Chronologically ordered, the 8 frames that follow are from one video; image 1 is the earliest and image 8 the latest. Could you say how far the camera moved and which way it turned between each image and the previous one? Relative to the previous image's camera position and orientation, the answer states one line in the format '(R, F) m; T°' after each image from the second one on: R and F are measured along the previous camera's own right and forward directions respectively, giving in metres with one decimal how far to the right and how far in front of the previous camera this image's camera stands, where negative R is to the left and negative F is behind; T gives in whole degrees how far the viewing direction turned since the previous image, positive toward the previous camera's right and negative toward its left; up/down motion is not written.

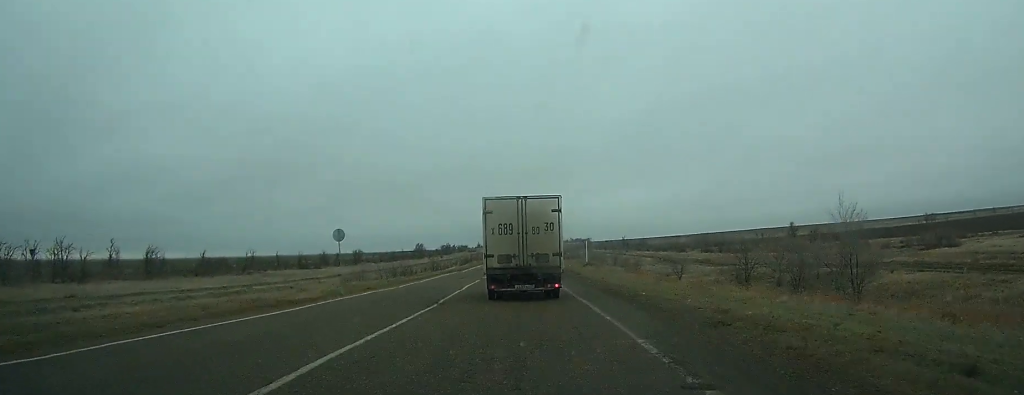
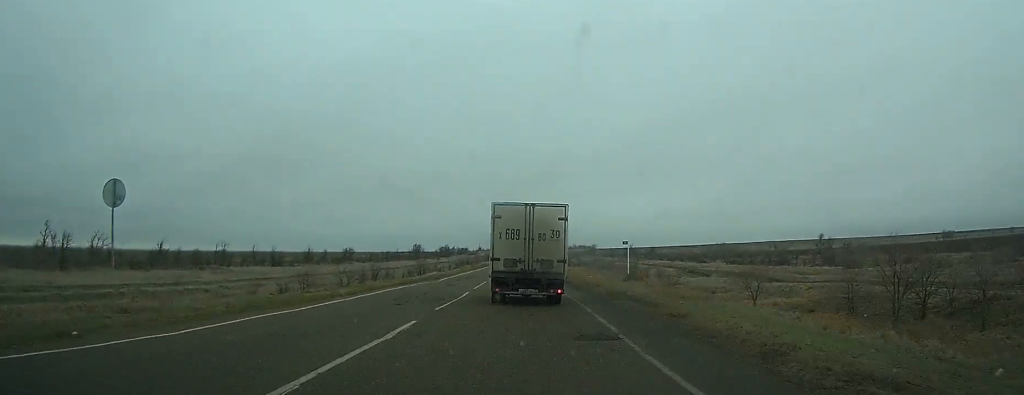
(-0.1, +20.5) m; 0°
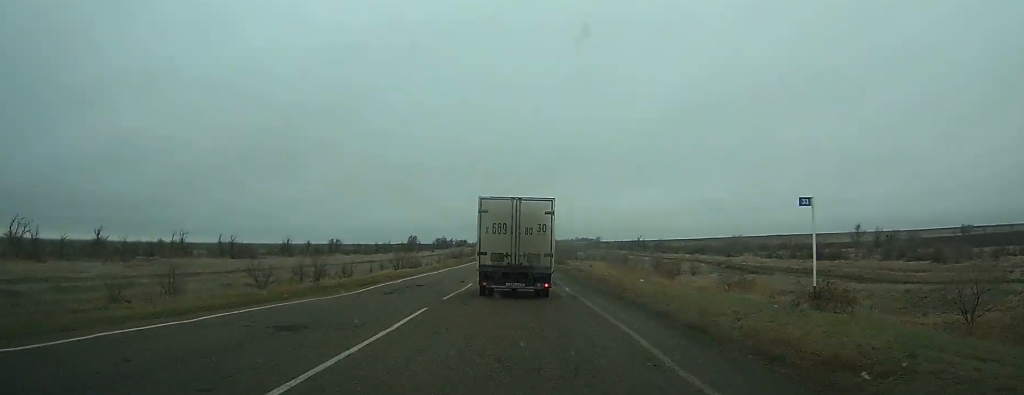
(+0.2, +21.6) m; 0°
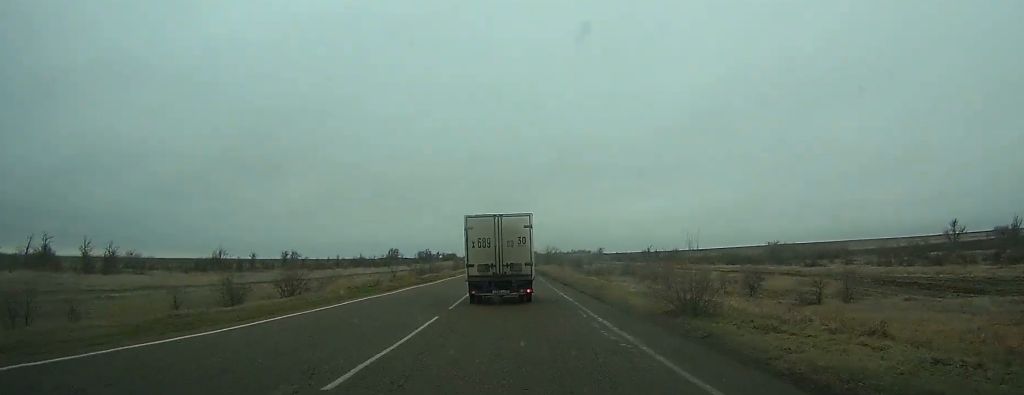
(-0.2, +46.3) m; 0°
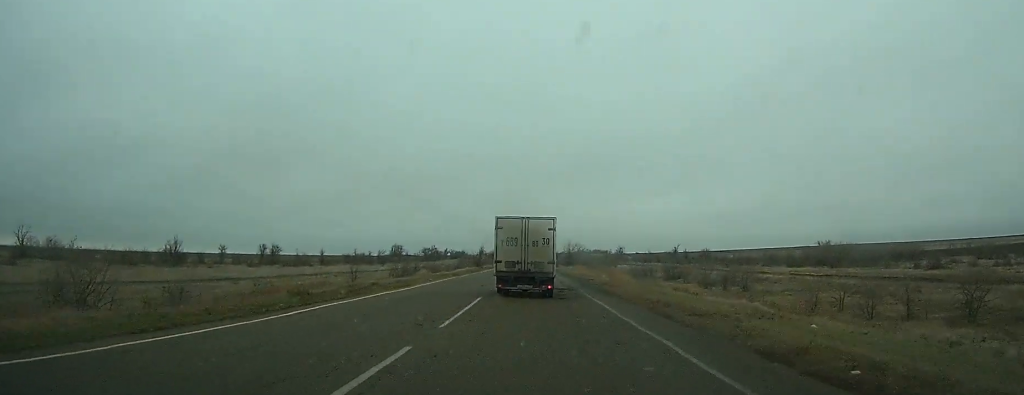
(-0.1, +32.0) m; 0°
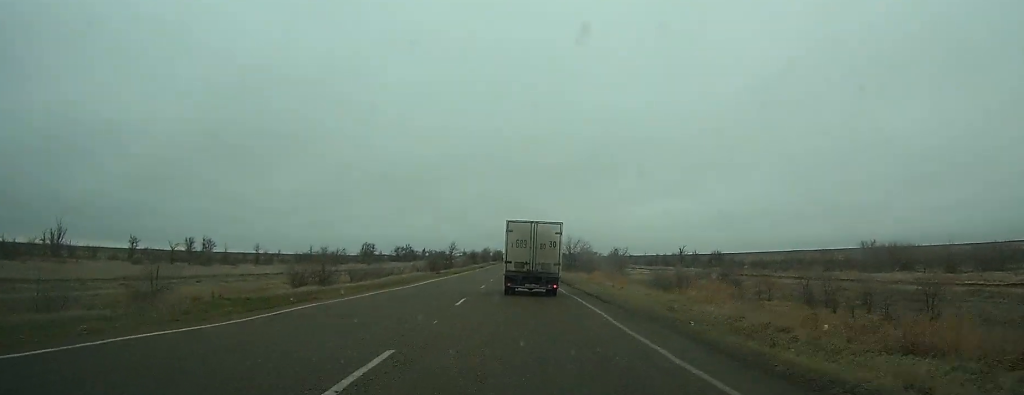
(+0.2, +36.1) m; +1°
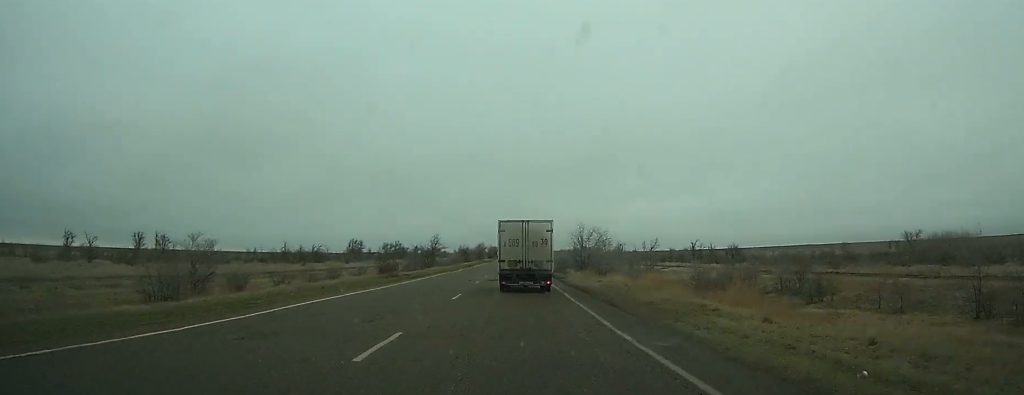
(0.0, +20.8) m; 0°
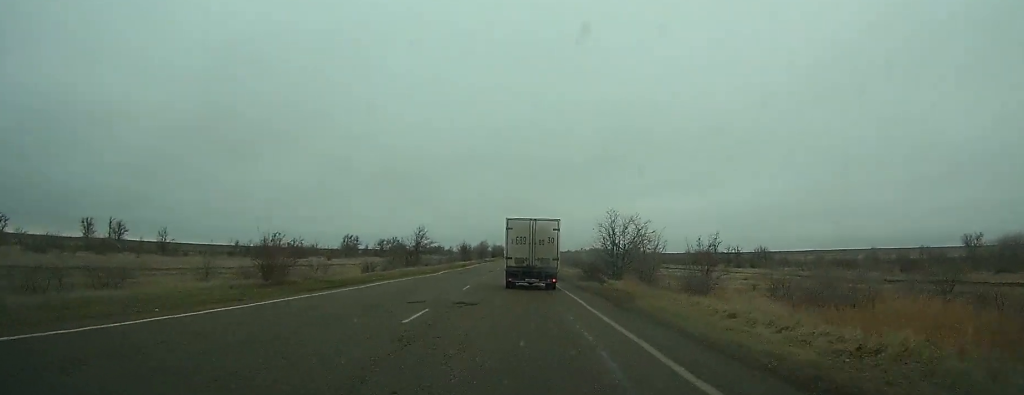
(0.0, +19.1) m; 0°
